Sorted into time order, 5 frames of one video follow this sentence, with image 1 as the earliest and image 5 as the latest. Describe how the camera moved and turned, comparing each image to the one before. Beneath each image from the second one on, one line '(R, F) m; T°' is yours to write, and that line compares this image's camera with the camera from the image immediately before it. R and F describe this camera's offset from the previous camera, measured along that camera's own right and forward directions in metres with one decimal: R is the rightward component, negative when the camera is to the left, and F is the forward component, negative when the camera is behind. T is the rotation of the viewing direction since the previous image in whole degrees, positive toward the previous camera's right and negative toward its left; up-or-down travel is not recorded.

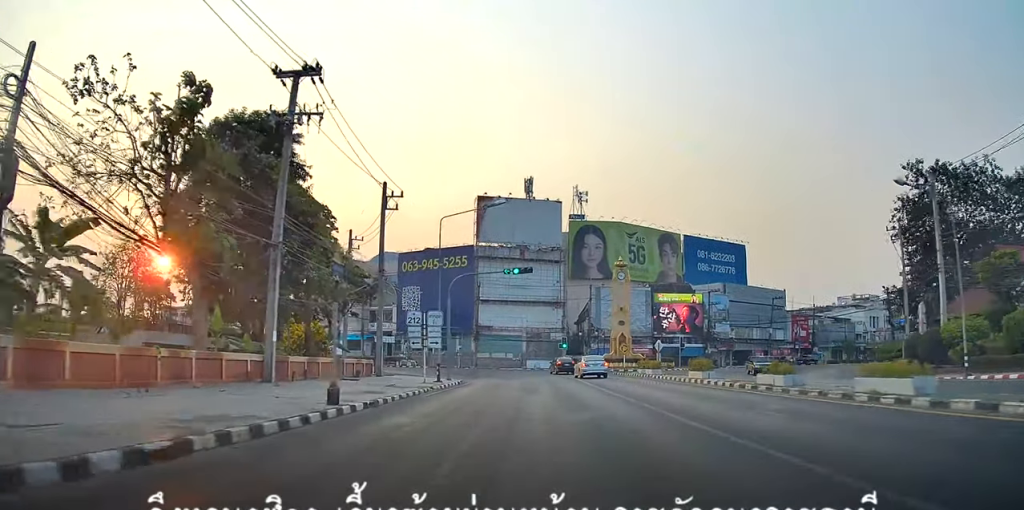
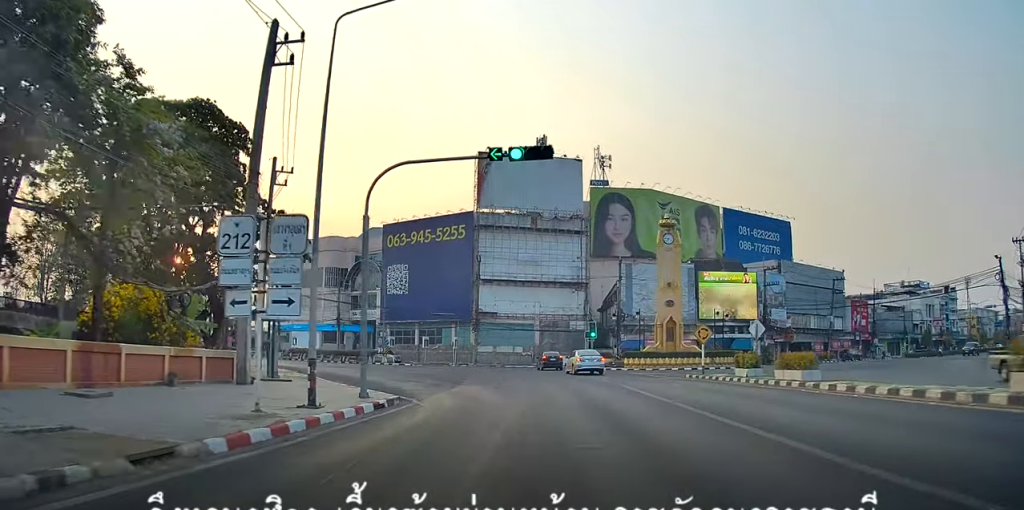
(+0.1, +19.6) m; -2°
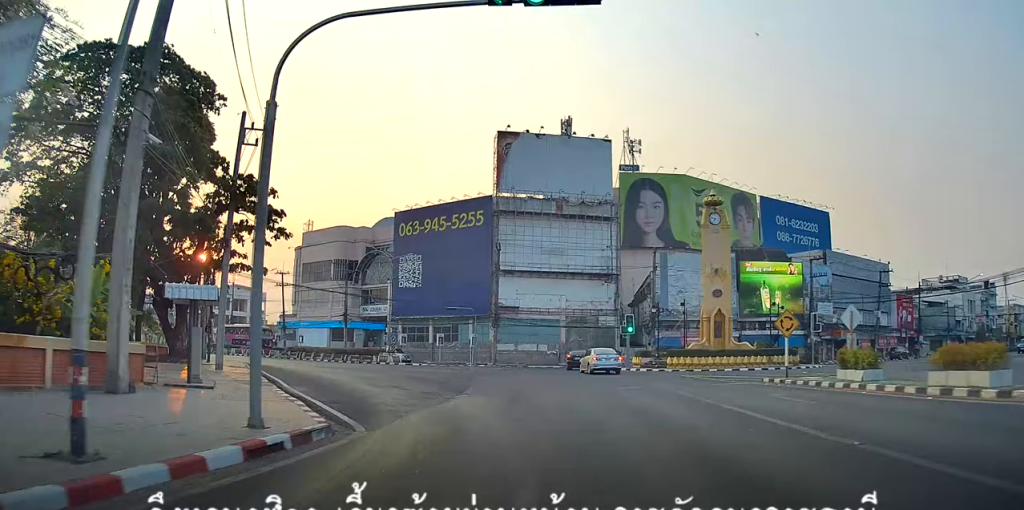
(-0.2, +8.0) m; -2°
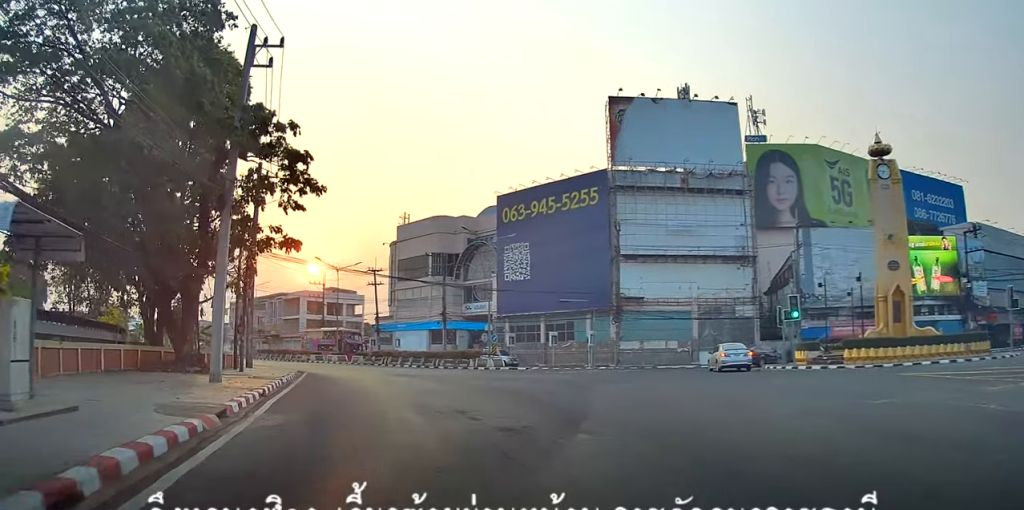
(0.0, +11.0) m; -5°
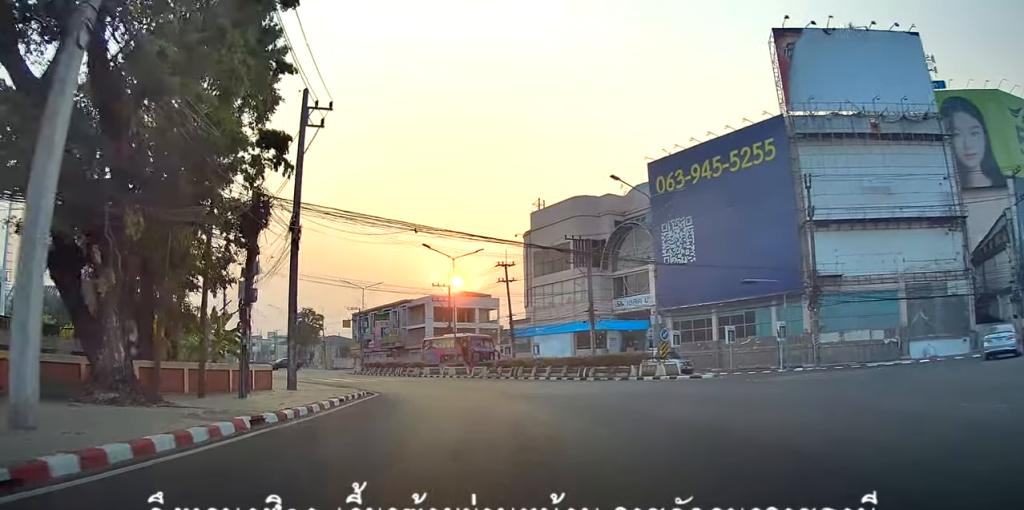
(-1.5, +13.9) m; -14°
